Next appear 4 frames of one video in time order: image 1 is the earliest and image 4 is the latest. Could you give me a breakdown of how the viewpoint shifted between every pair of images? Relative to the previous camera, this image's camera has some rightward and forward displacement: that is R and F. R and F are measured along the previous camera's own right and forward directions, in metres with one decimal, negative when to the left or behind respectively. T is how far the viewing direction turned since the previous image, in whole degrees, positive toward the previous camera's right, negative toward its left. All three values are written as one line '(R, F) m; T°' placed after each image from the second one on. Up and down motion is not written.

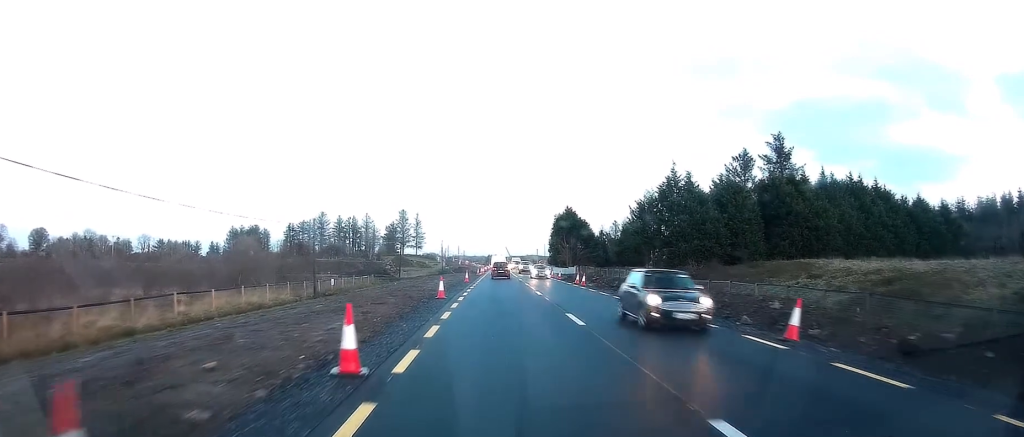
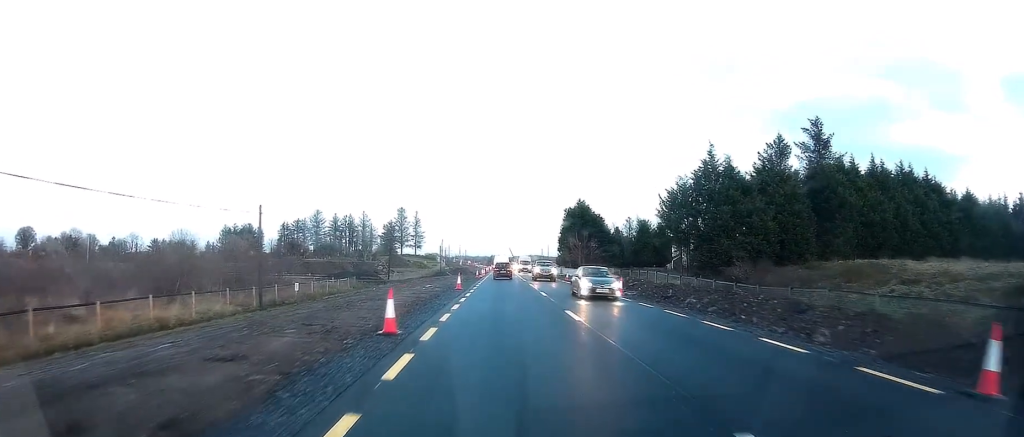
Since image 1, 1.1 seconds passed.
(-0.2, +12.5) m; +1°
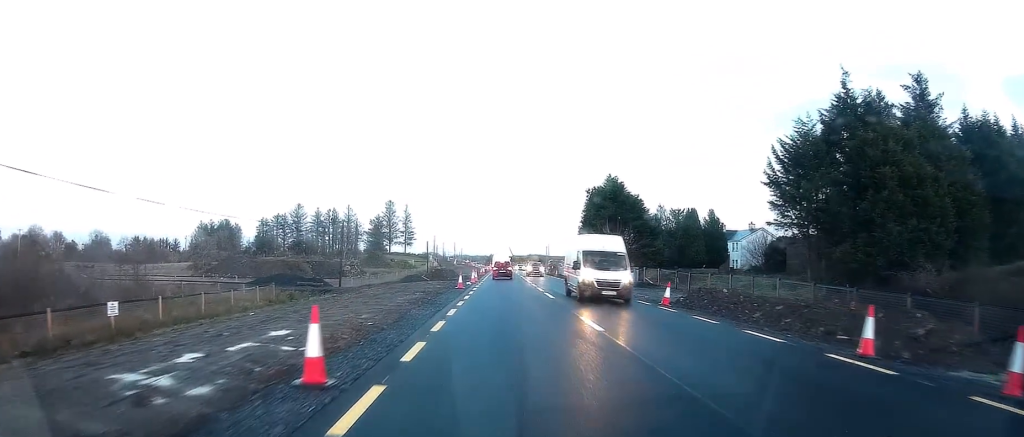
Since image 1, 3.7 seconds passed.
(-0.2, +26.8) m; -1°
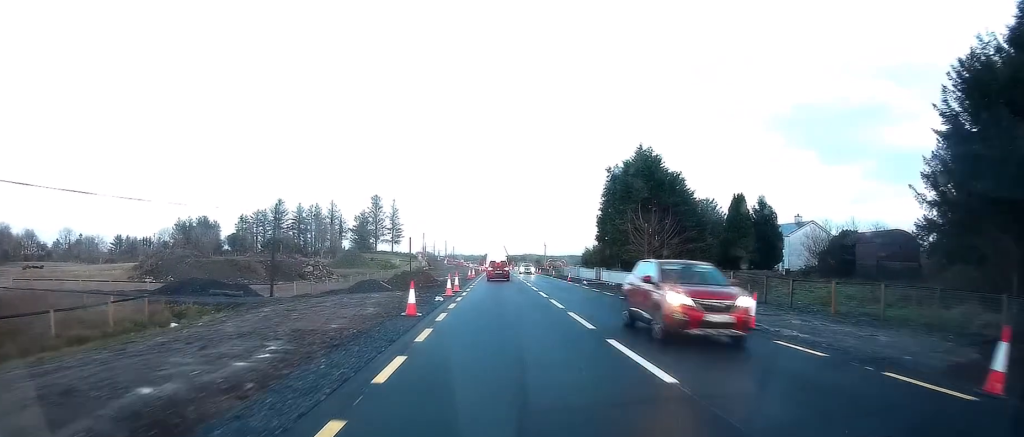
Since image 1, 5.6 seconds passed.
(+0.1, +17.7) m; +1°
